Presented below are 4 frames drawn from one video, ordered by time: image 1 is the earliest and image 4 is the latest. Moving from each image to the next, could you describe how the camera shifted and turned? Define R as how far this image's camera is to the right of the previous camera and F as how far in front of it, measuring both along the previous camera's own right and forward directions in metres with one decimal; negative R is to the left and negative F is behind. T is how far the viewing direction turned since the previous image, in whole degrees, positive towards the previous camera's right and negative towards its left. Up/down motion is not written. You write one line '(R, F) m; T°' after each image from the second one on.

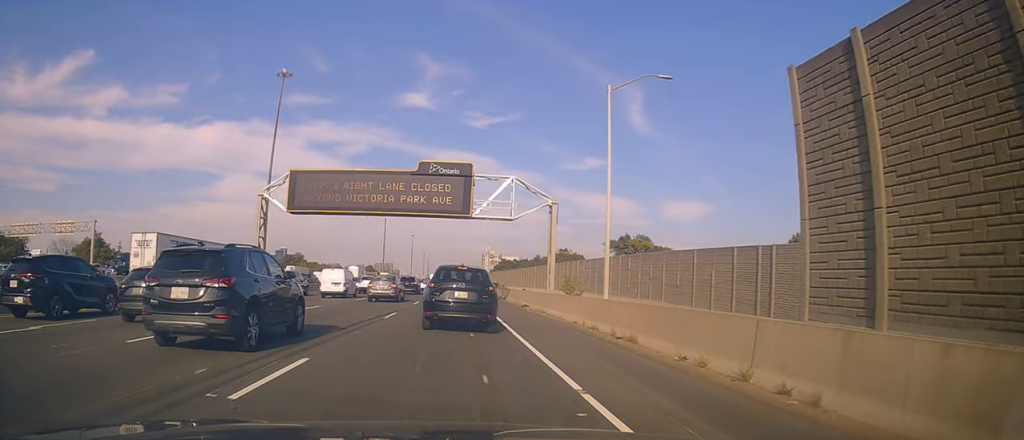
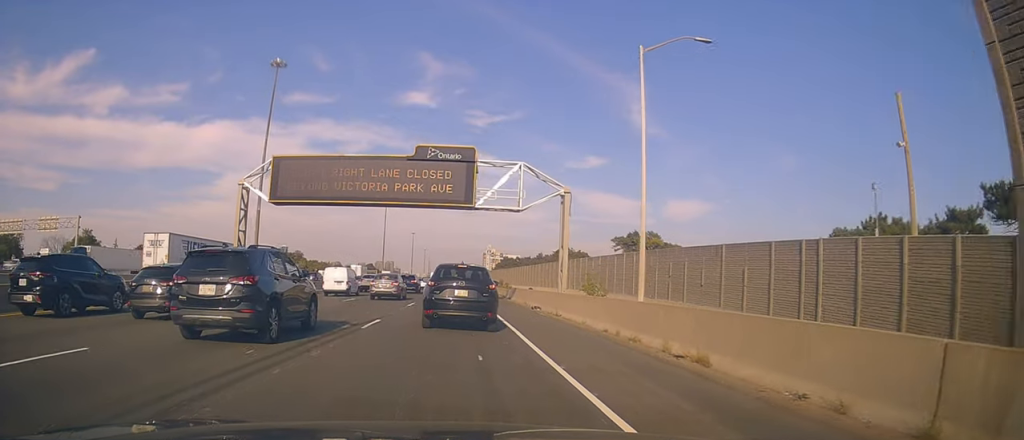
(-0.1, +4.6) m; +2°
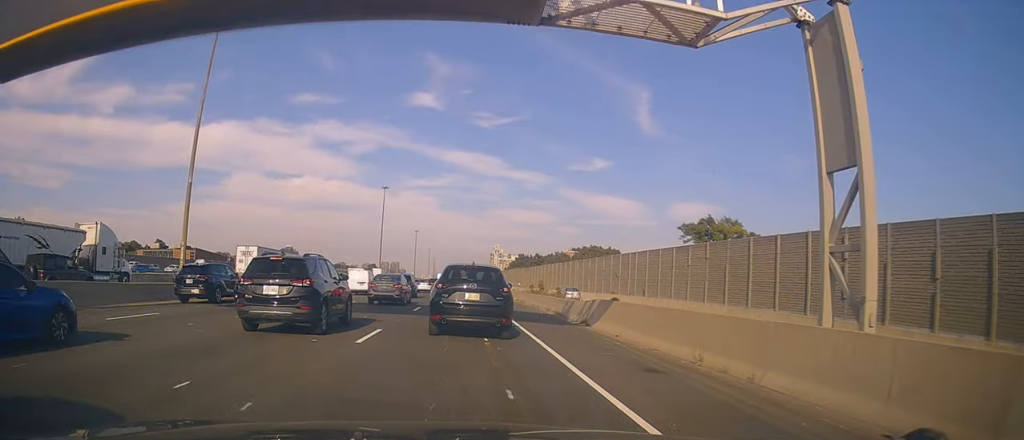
(-0.7, +29.5) m; -5°
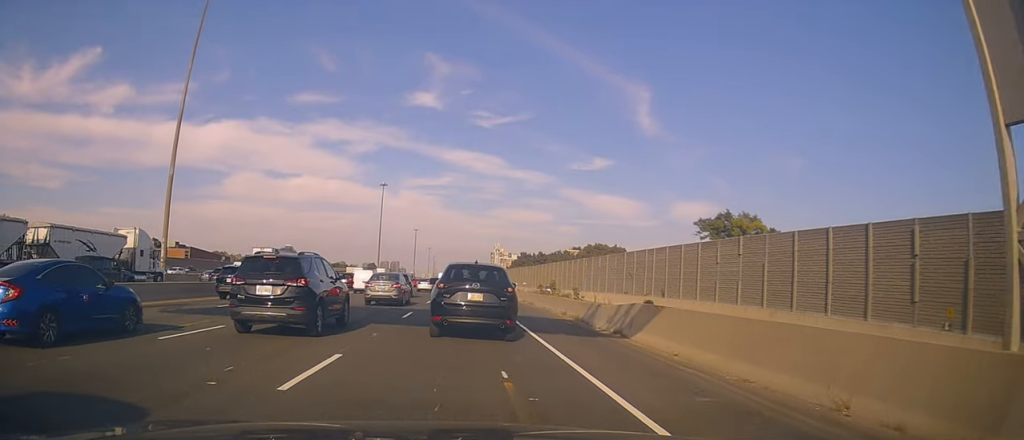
(-0.1, +5.3) m; +1°
